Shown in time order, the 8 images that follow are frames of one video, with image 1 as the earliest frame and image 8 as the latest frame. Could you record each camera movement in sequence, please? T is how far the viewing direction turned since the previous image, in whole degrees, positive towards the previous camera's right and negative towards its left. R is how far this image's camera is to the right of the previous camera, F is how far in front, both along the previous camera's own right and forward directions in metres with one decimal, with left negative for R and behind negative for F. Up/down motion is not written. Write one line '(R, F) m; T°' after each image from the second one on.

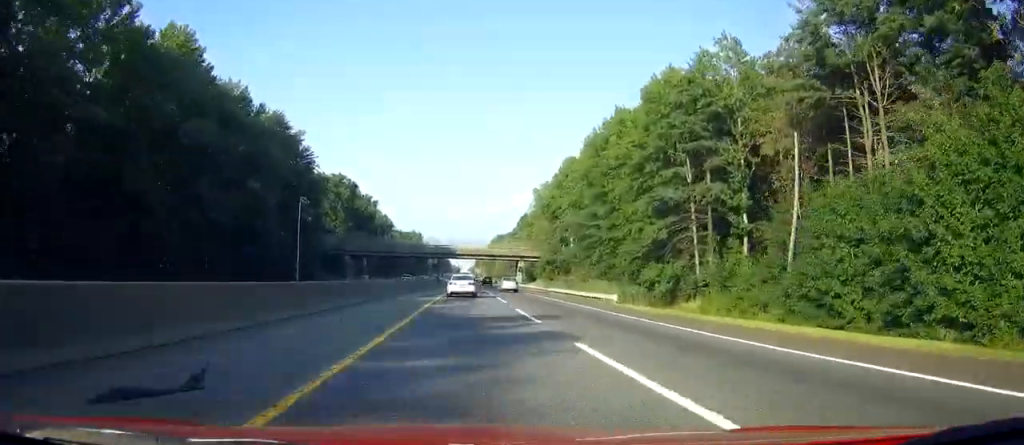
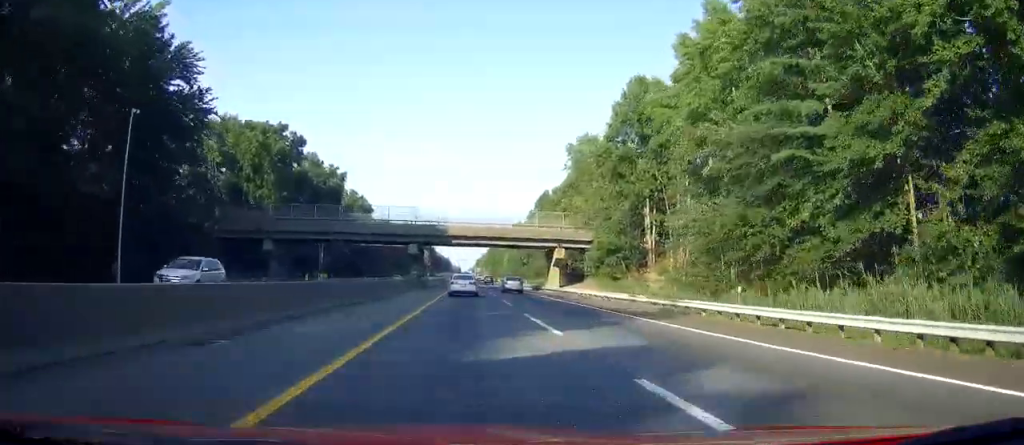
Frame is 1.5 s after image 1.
(0.0, +50.6) m; 0°
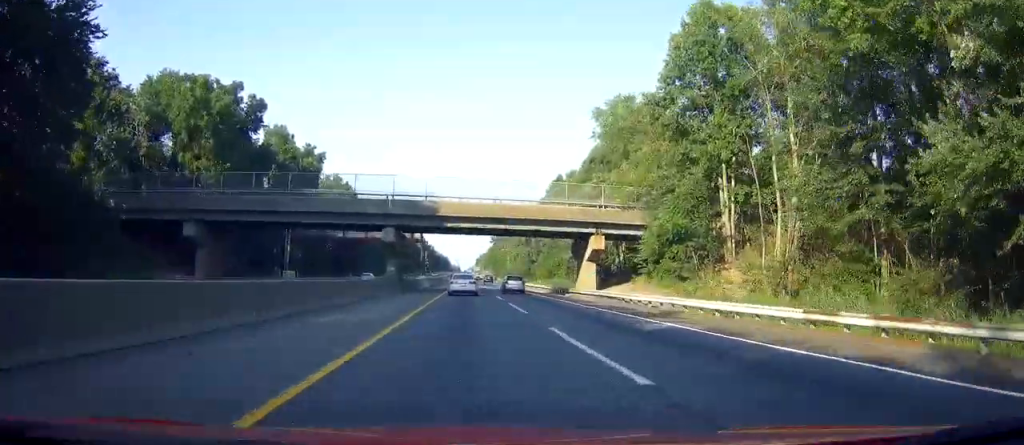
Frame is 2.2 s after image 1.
(+0.1, +21.8) m; 0°
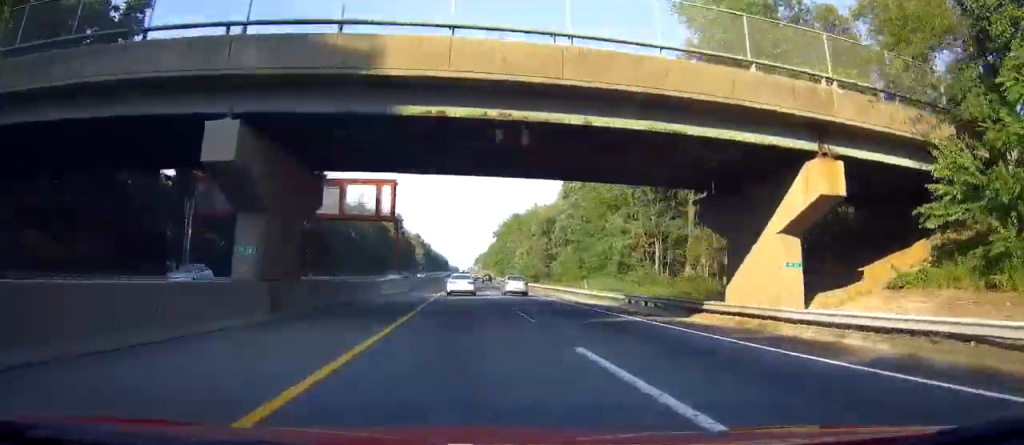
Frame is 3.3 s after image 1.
(-0.1, +34.7) m; 0°
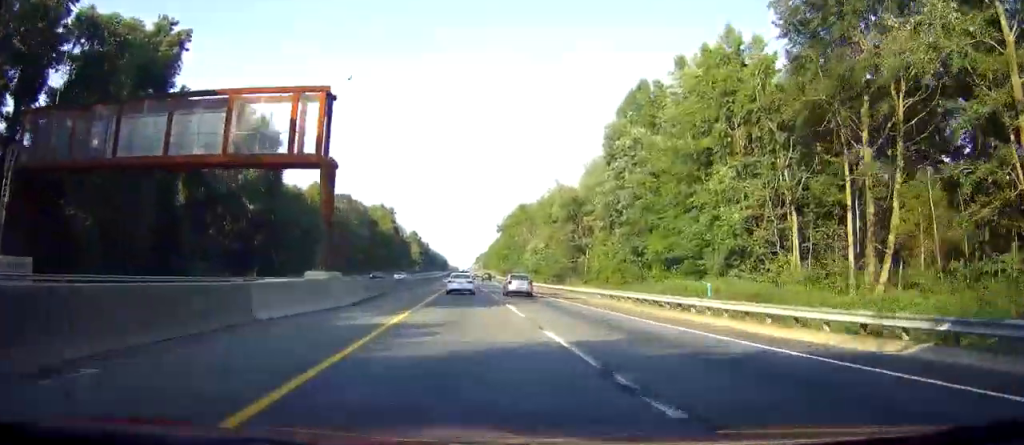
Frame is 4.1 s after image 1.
(0.0, +28.0) m; 0°
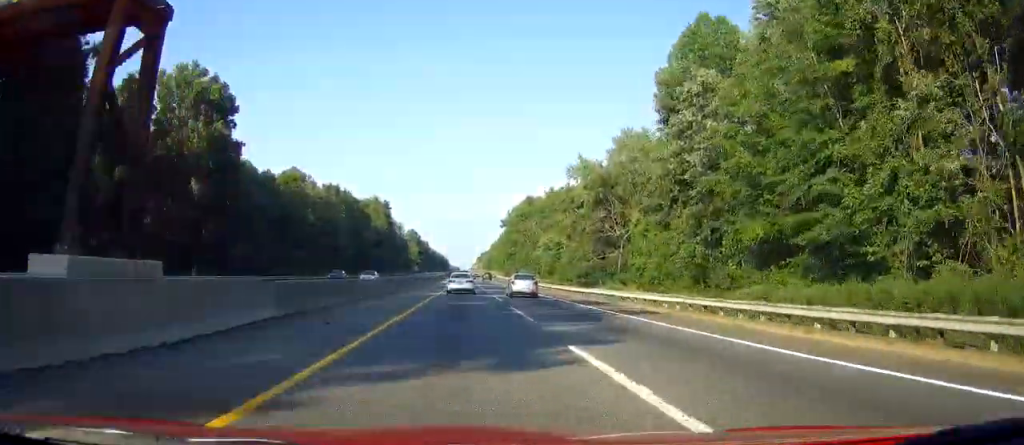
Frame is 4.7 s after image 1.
(0.0, +18.2) m; 0°
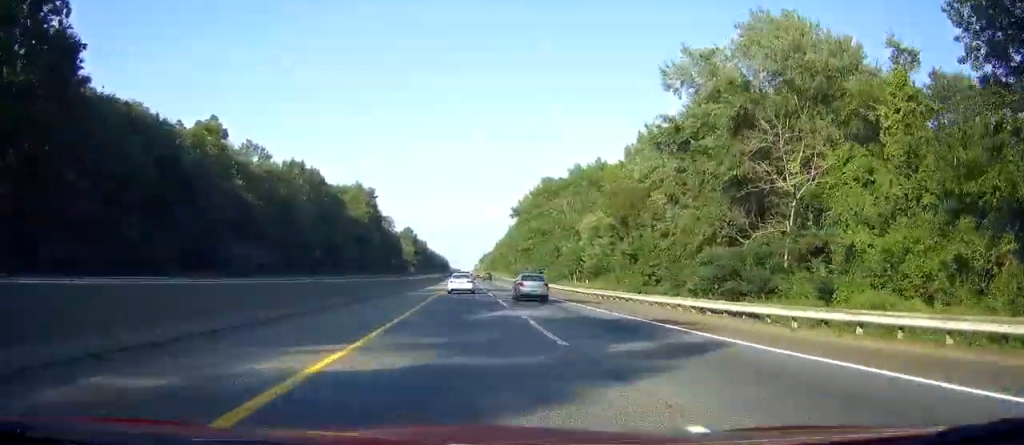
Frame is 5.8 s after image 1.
(0.0, +36.2) m; 0°
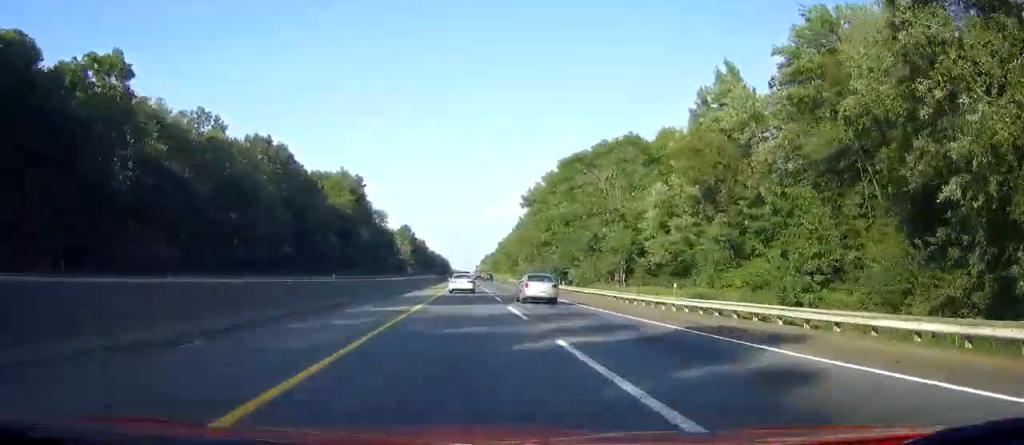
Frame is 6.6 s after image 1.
(-0.1, +23.3) m; 0°
